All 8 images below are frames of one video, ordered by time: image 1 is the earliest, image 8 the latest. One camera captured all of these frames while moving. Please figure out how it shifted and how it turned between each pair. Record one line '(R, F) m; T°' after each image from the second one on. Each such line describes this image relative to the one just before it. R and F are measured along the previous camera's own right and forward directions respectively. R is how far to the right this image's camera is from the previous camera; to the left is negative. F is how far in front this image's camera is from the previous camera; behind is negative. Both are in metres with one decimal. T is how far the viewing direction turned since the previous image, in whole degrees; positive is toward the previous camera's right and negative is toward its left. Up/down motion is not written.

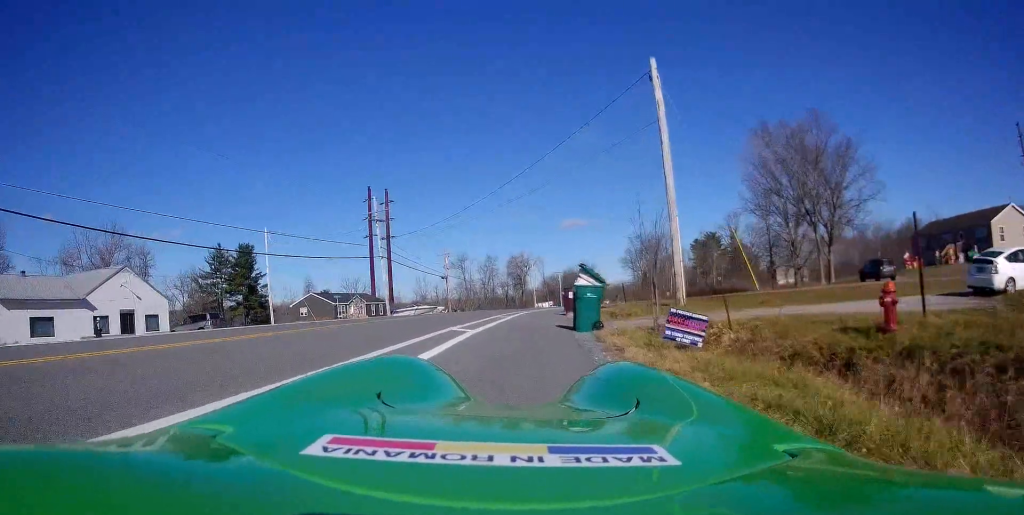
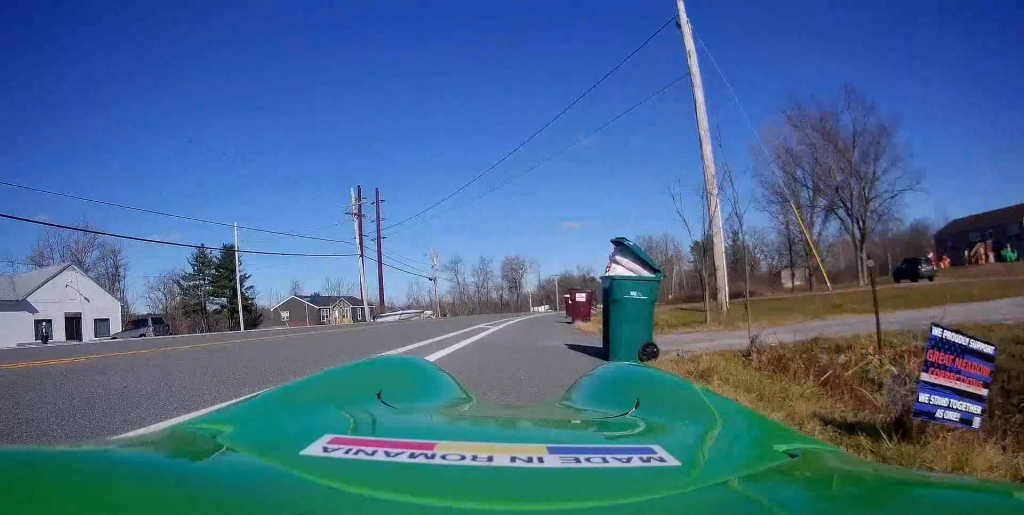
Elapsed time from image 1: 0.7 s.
(+0.3, +5.8) m; +2°
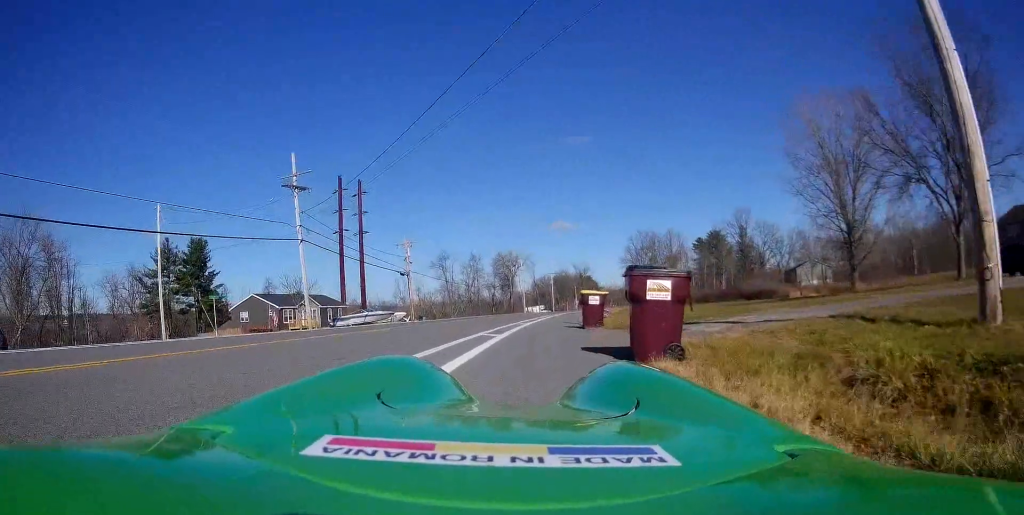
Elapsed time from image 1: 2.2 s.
(-0.5, +11.9) m; 0°
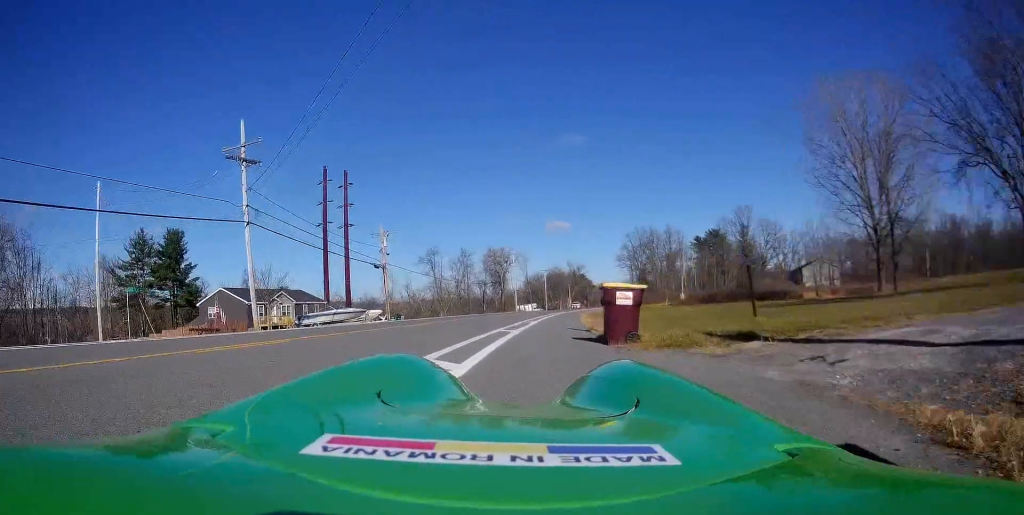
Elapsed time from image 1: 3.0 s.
(+0.3, +6.7) m; -1°
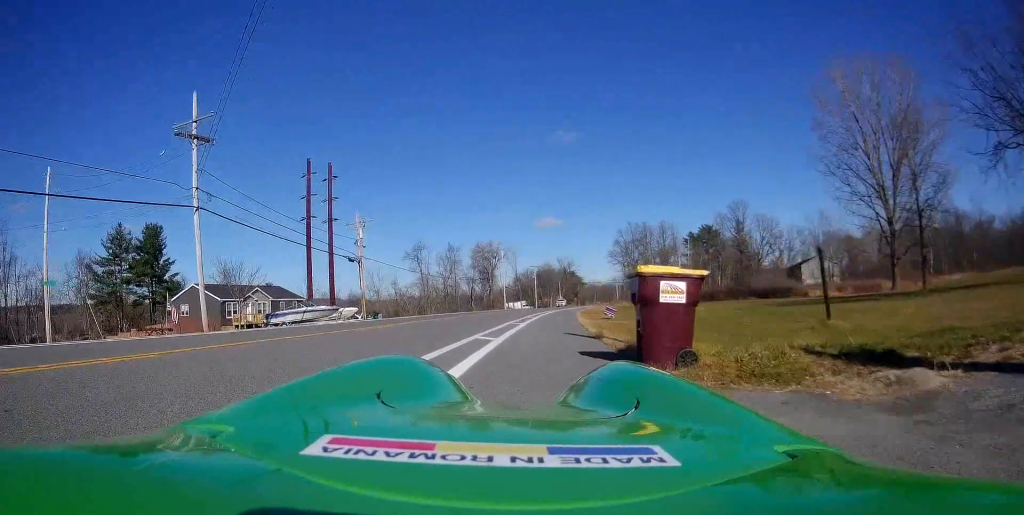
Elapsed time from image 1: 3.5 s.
(+0.2, +4.3) m; -1°
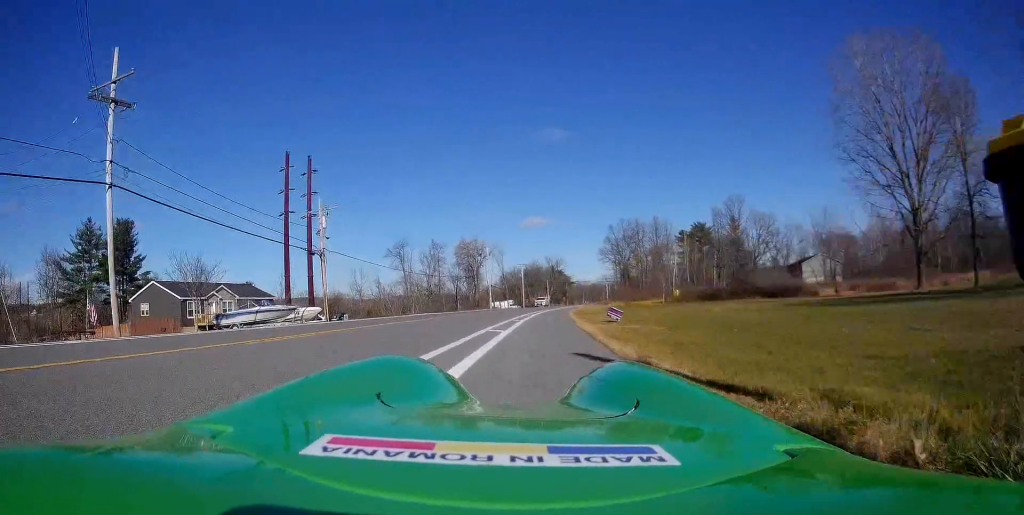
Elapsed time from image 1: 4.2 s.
(-0.7, +5.7) m; -2°
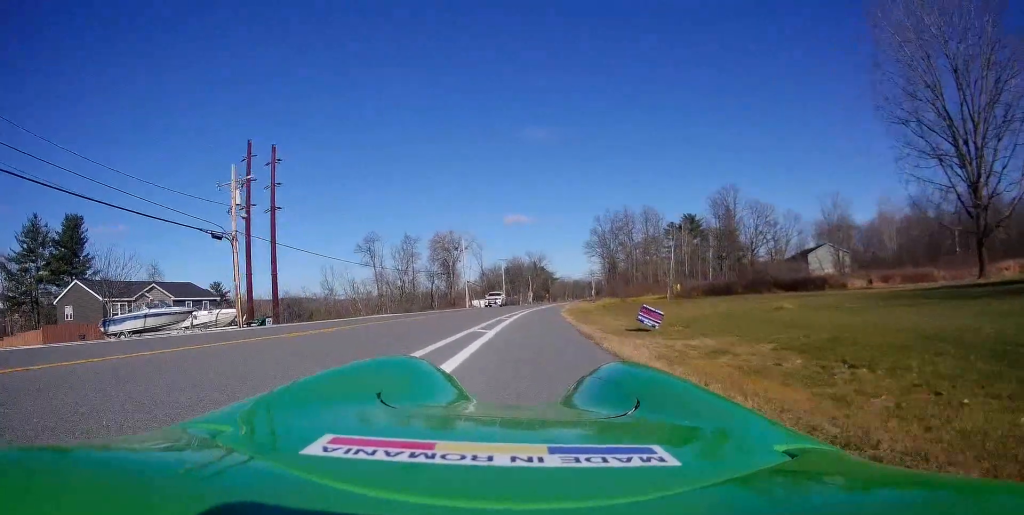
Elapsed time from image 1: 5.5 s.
(+0.6, +10.5) m; +6°
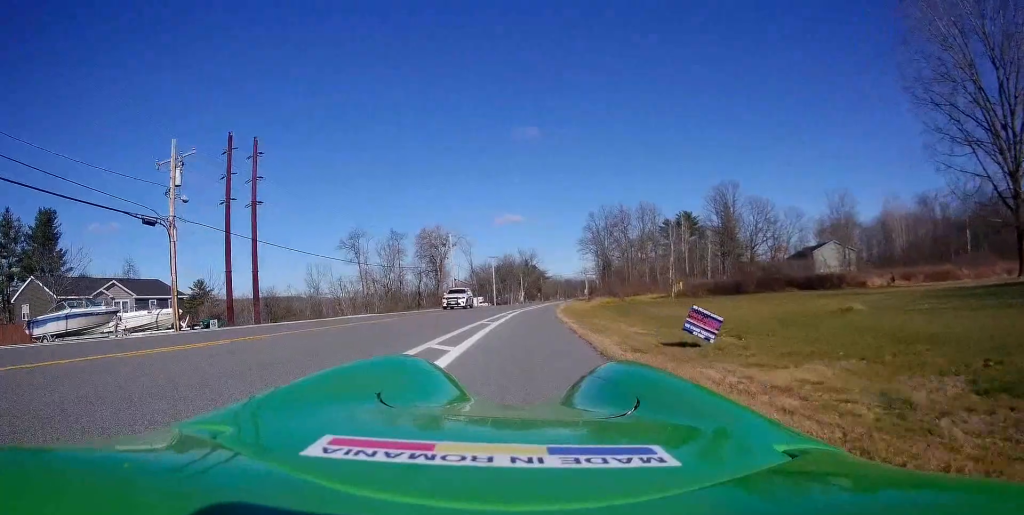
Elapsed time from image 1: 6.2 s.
(+0.1, +5.2) m; +1°
